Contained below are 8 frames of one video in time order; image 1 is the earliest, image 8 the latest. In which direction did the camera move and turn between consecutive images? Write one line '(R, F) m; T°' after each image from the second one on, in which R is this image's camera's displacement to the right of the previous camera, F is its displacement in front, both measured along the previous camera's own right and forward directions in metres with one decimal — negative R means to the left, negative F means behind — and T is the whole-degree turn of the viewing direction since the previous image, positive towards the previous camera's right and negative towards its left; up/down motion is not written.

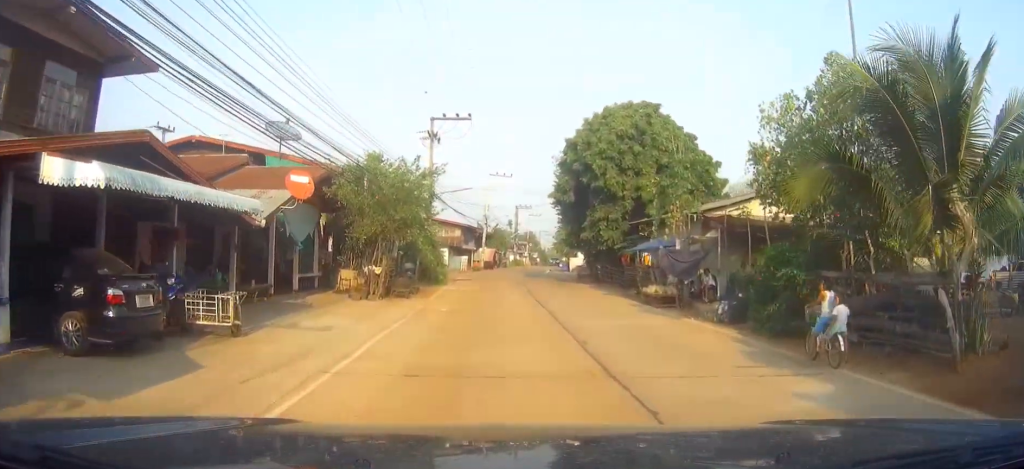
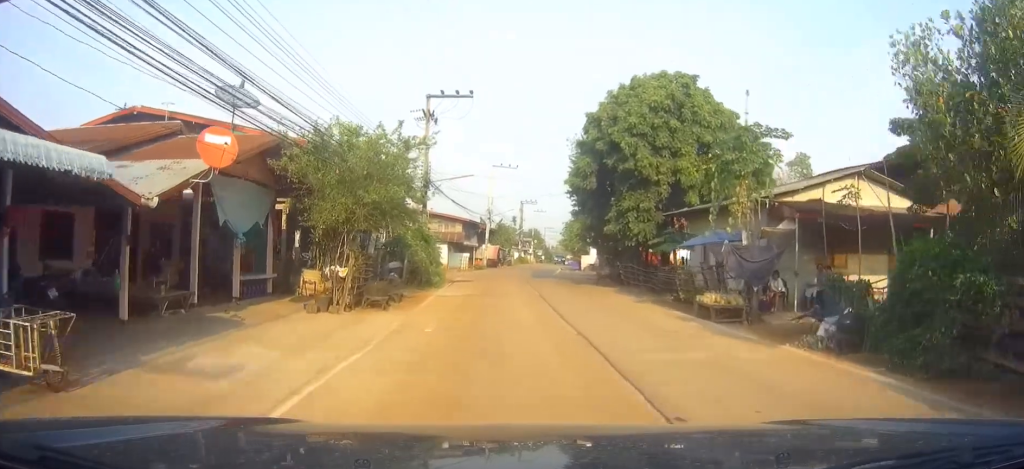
(0.0, +6.2) m; 0°
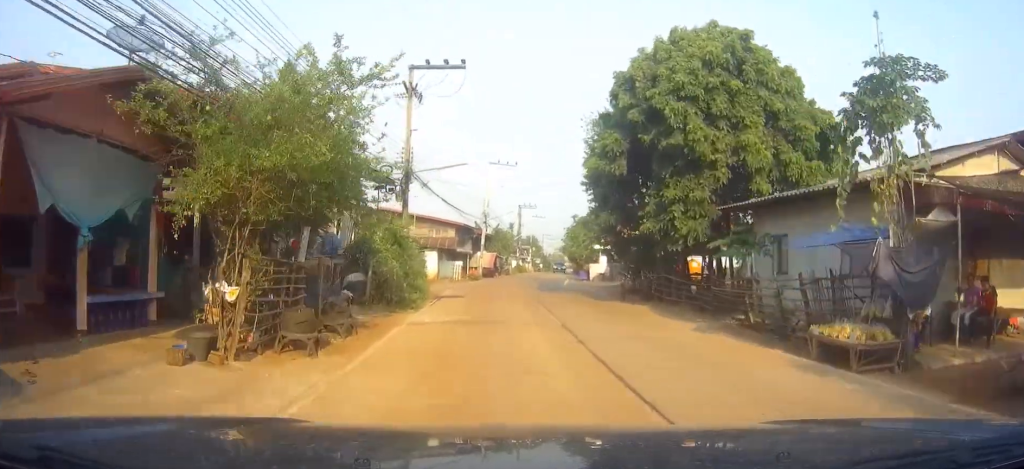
(0.0, +7.5) m; 0°
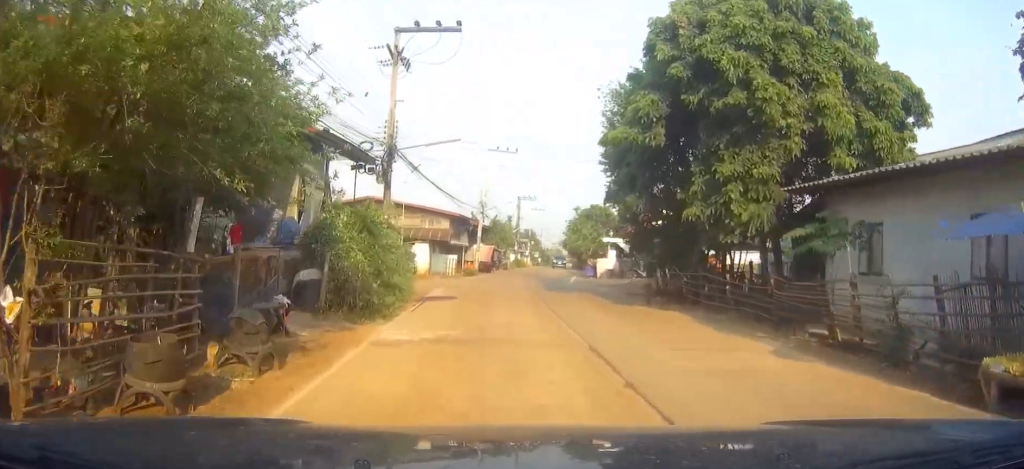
(0.0, +5.4) m; 0°
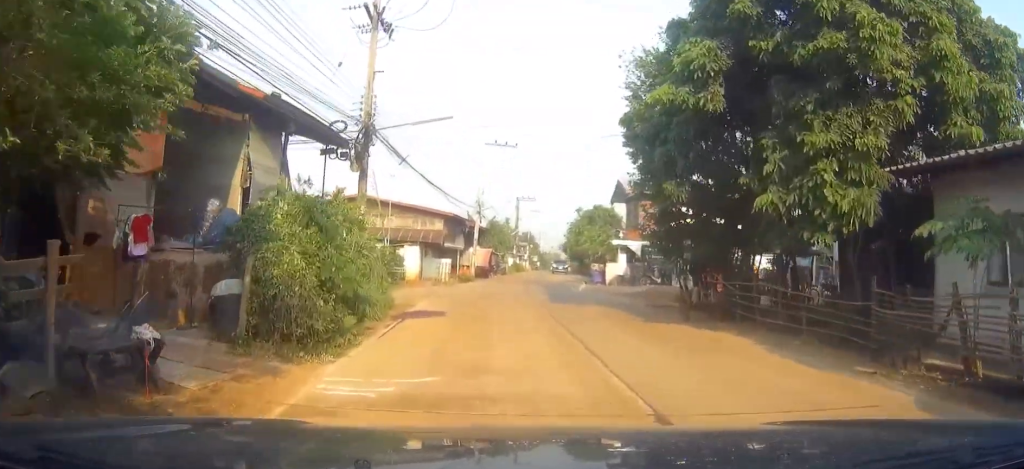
(0.0, +5.0) m; 0°
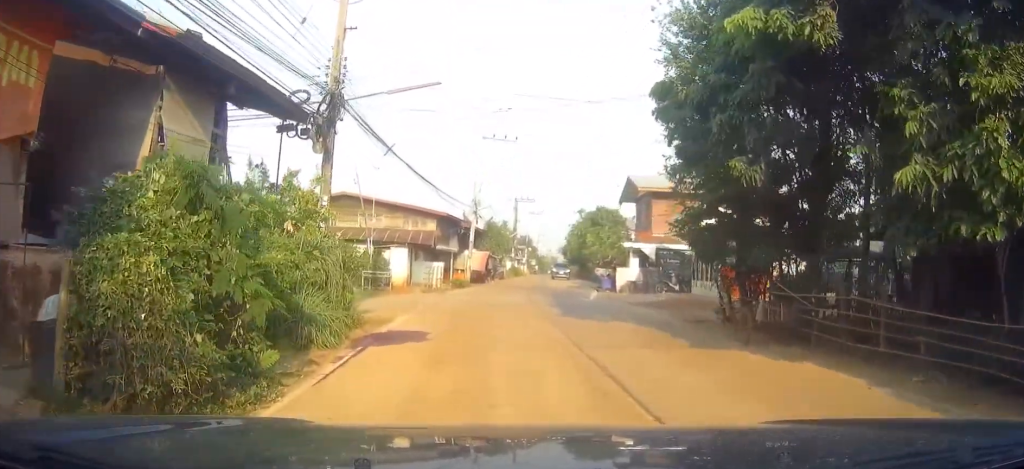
(0.0, +4.7) m; 0°
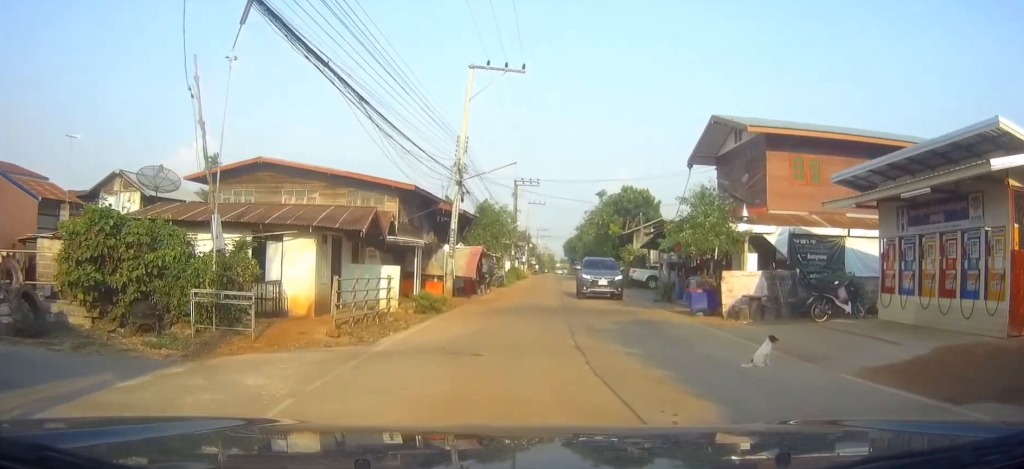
(+0.9, +19.3) m; +4°
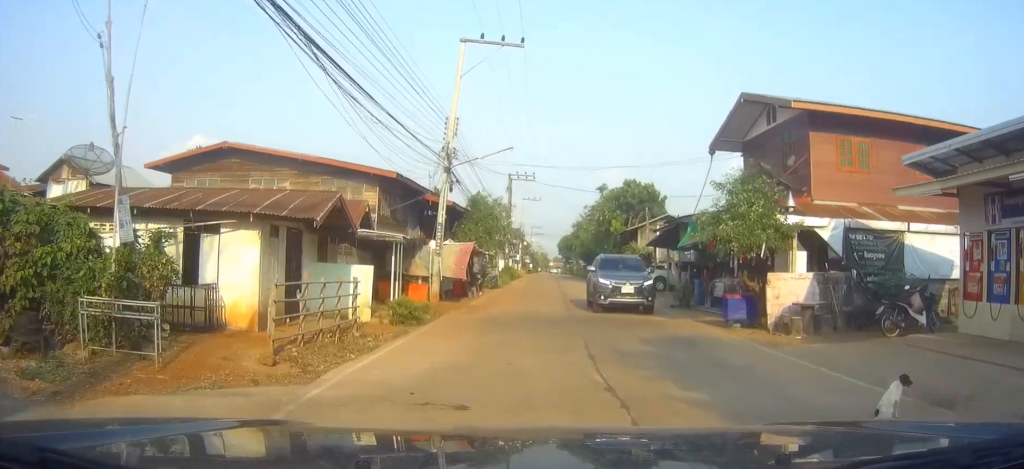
(0.0, +4.1) m; 0°
